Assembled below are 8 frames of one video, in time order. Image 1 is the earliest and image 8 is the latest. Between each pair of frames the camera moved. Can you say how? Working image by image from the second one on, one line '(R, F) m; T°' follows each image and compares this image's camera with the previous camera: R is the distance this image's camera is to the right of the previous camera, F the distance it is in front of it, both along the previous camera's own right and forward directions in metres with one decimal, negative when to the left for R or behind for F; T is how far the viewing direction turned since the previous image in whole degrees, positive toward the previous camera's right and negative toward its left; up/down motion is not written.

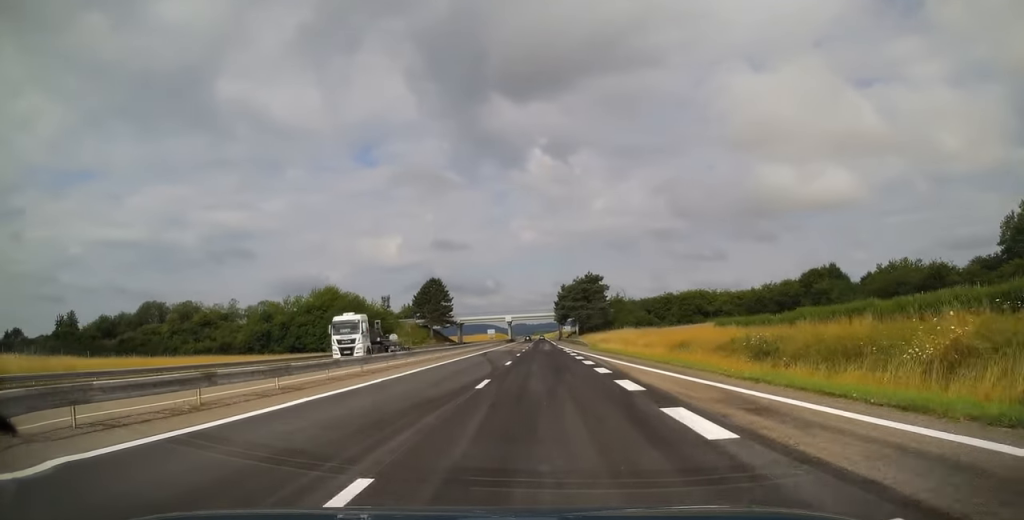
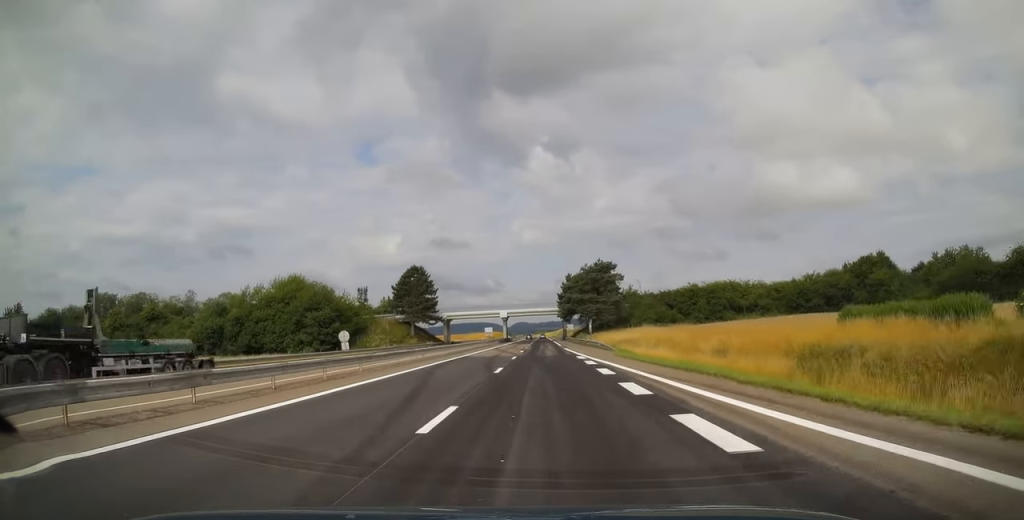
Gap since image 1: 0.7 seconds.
(0.0, +20.1) m; 0°
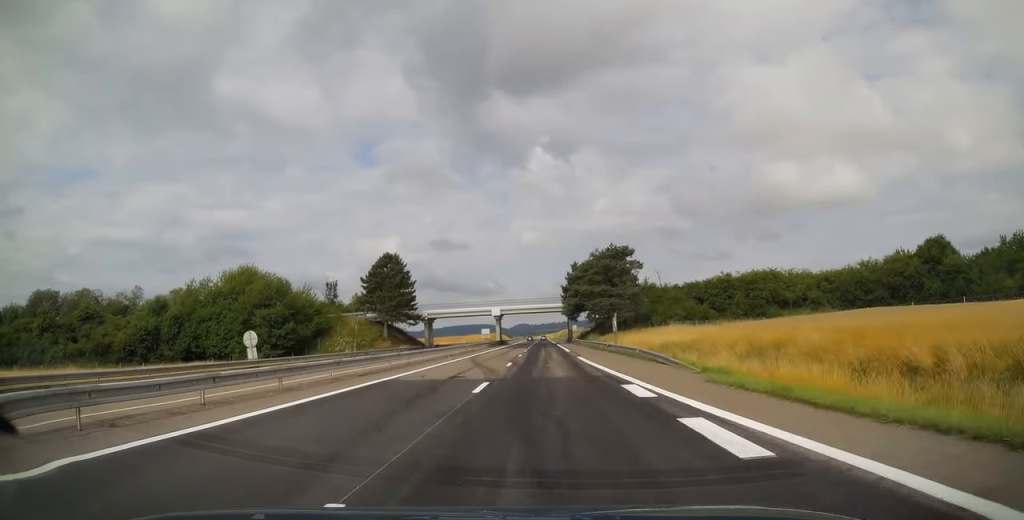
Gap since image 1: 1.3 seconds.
(0.0, +19.6) m; 0°
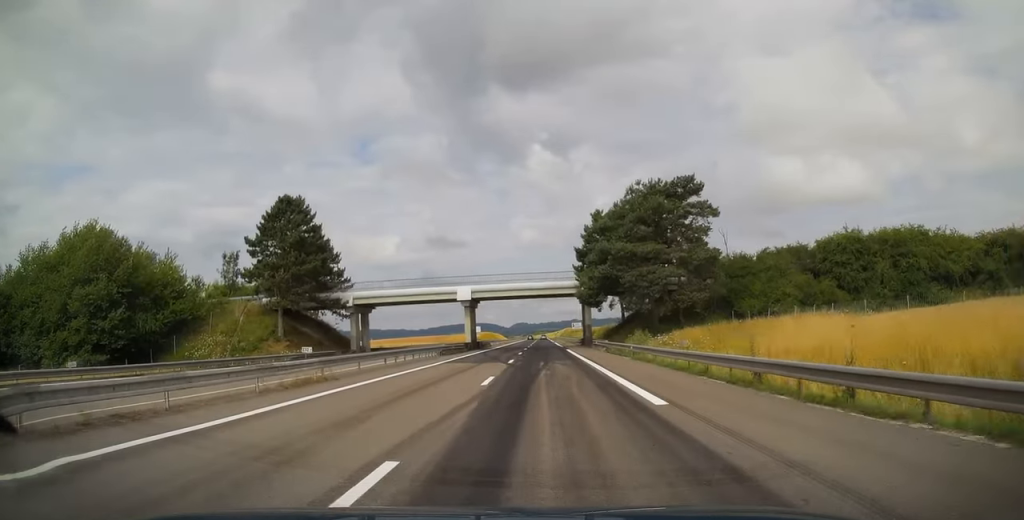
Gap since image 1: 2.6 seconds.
(0.0, +37.2) m; 0°
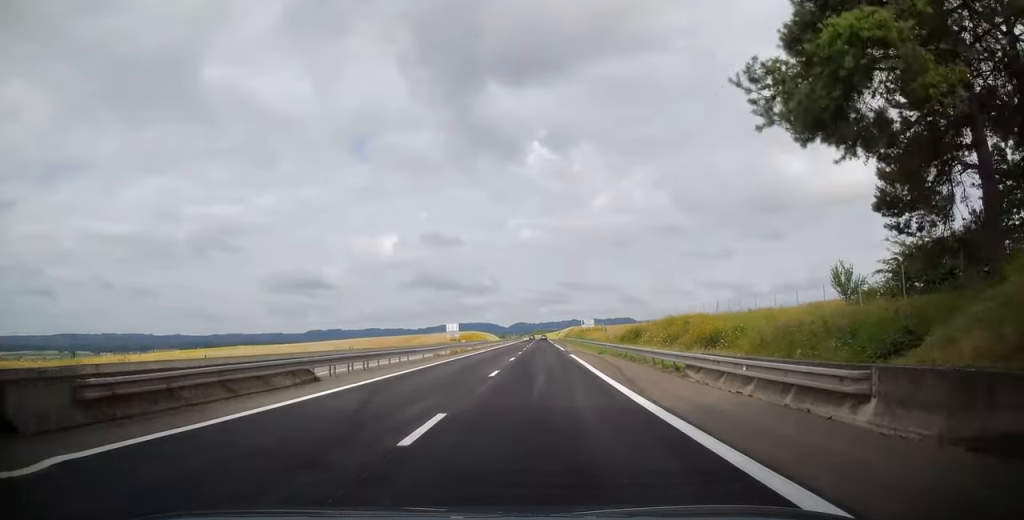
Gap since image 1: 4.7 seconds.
(-0.5, +60.0) m; 0°
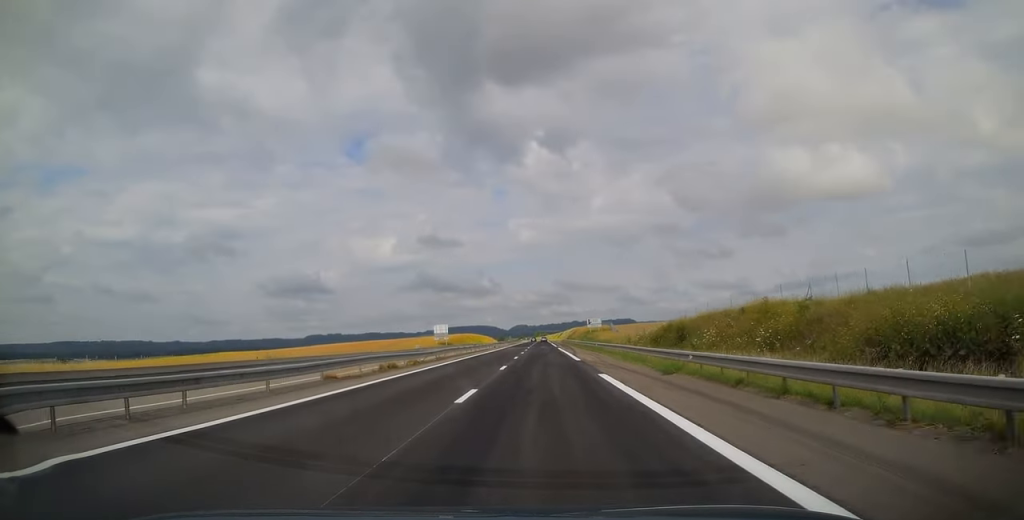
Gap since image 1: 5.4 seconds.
(-0.1, +21.0) m; +1°
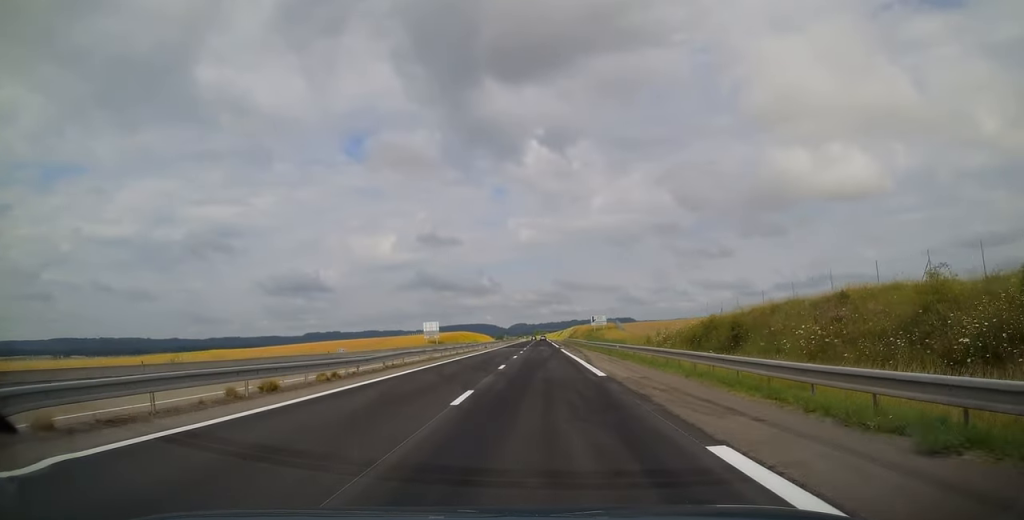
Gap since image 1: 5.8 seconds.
(+0.3, +13.2) m; 0°
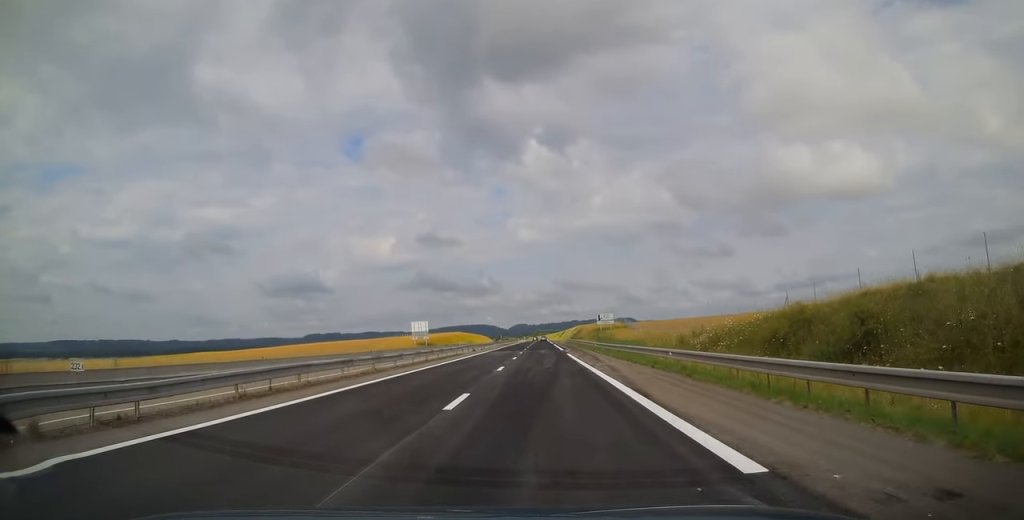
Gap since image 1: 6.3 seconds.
(+0.1, +13.7) m; 0°
